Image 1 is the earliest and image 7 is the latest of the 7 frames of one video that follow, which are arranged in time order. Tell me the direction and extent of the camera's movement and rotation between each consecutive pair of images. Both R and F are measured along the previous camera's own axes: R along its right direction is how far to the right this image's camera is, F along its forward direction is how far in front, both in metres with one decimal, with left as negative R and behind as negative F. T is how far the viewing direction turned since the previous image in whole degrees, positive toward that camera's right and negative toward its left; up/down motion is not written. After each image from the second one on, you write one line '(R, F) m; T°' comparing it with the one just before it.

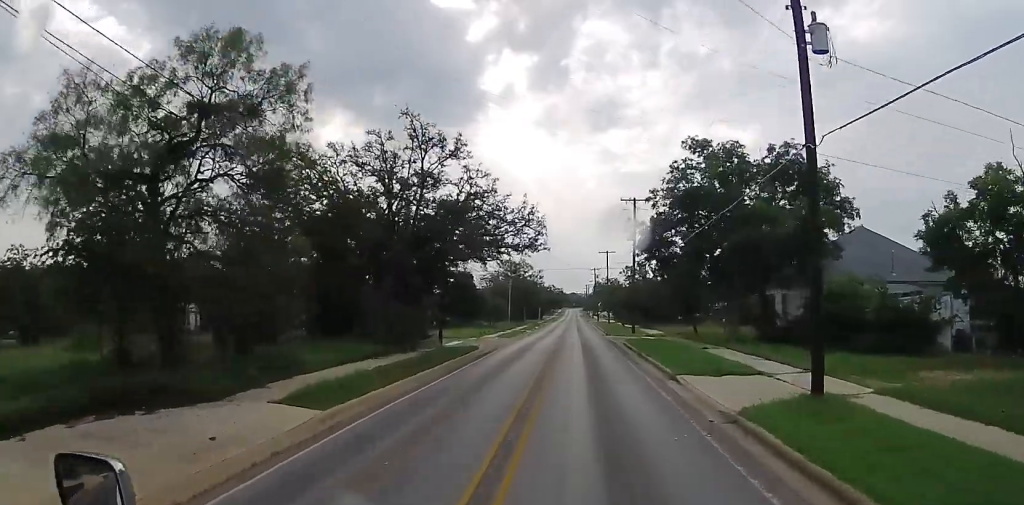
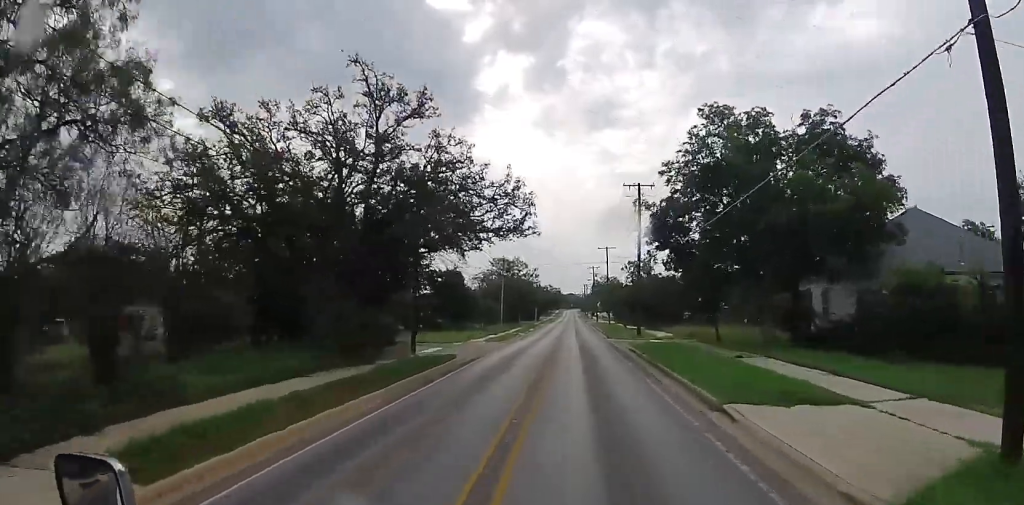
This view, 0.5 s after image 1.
(-0.1, +6.8) m; 0°
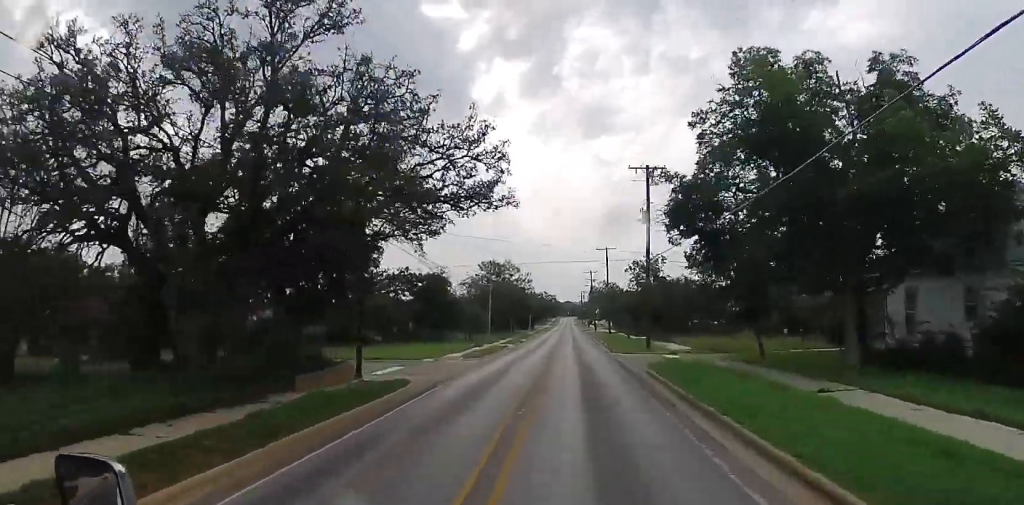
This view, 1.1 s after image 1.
(-0.3, +8.7) m; 0°
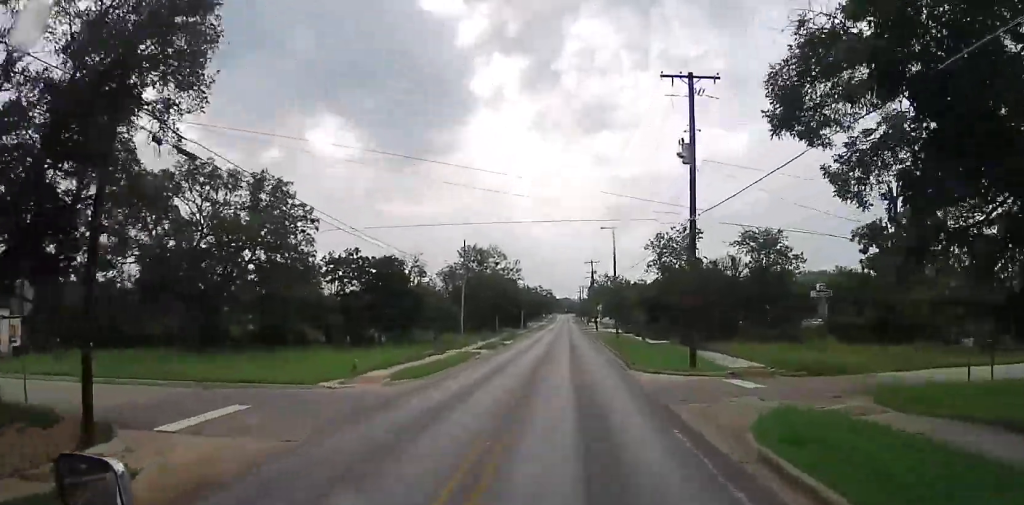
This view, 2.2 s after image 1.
(+0.5, +16.4) m; 0°
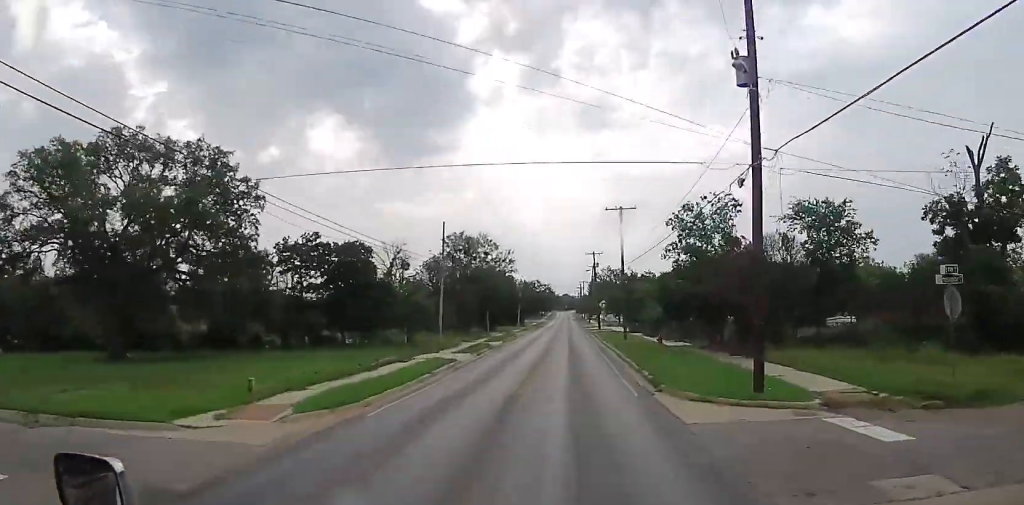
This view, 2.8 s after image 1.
(-0.3, +9.2) m; -1°
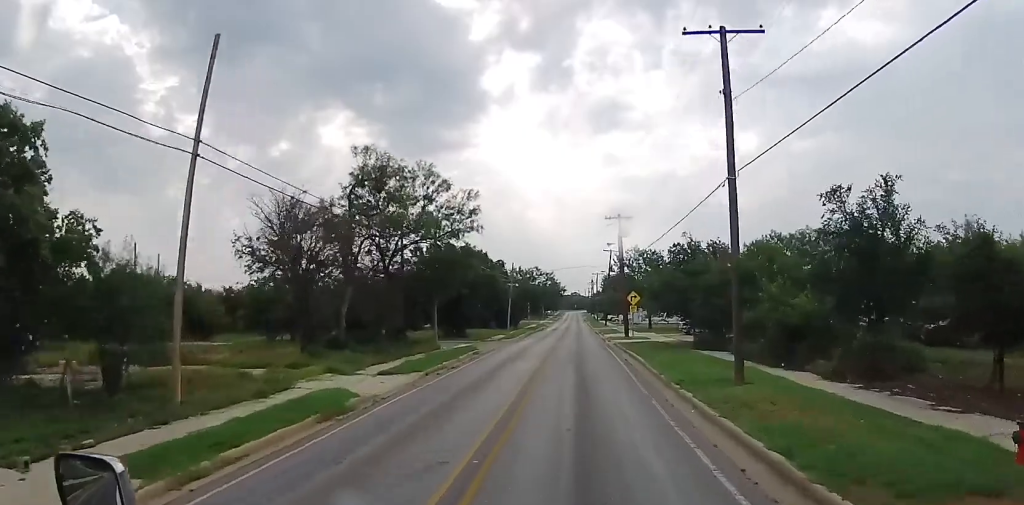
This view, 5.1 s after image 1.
(-0.4, +33.8) m; +1°
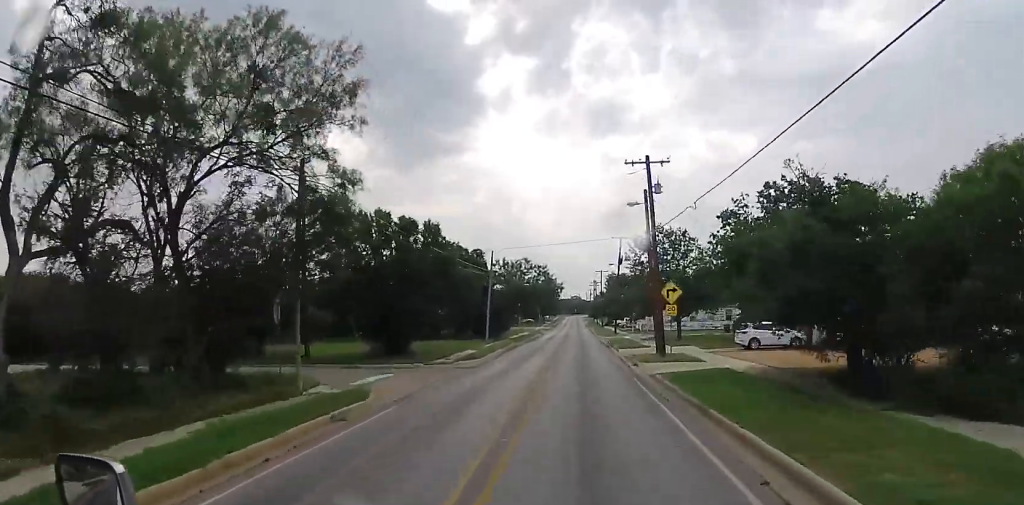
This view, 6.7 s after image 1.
(+0.3, +22.5) m; -1°
